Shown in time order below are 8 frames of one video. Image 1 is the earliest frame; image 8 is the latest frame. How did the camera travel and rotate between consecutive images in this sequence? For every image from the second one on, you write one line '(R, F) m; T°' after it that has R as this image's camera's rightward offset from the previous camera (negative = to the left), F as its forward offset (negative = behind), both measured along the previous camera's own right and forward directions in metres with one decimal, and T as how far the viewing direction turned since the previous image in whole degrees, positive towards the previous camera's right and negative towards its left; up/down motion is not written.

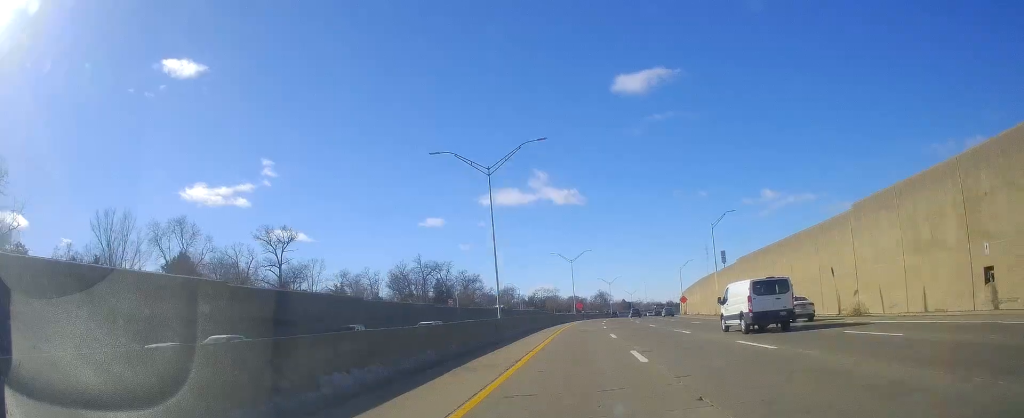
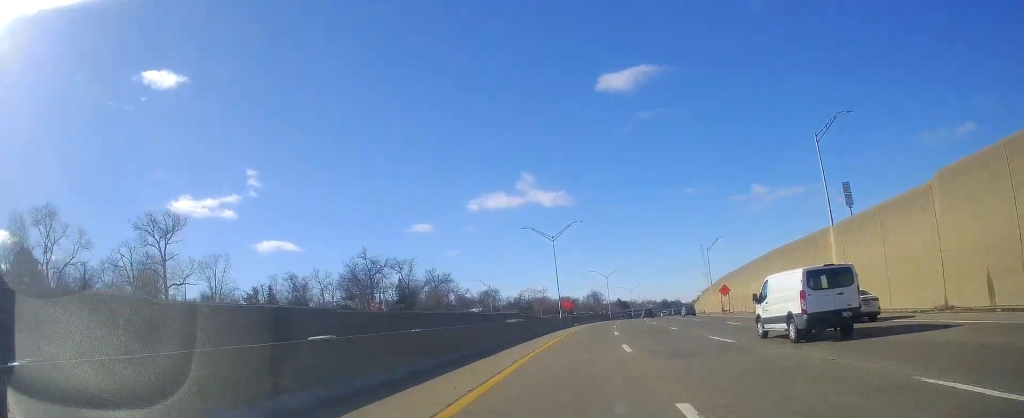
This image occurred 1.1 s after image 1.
(+0.2, +40.4) m; +2°
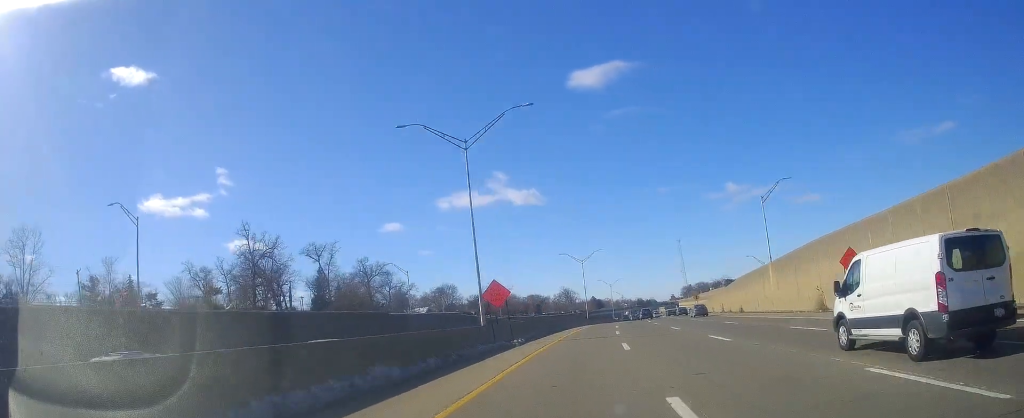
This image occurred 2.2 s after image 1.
(+1.2, +44.4) m; +3°
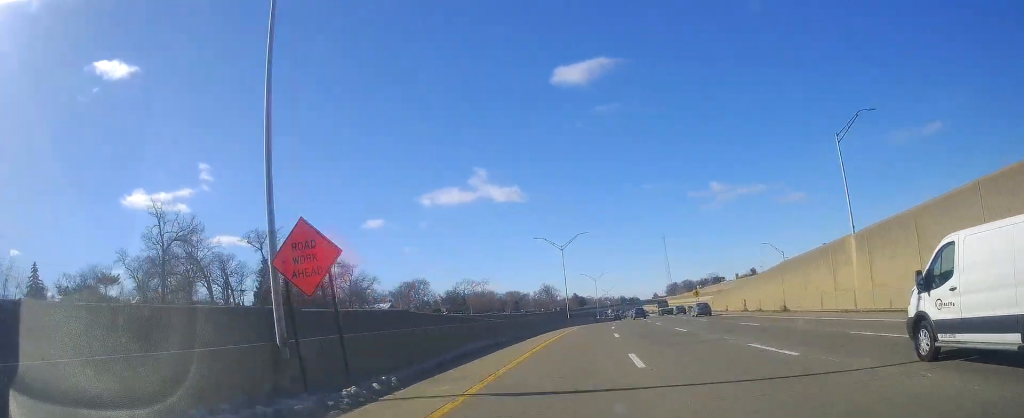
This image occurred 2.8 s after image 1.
(+0.2, +21.6) m; +1°
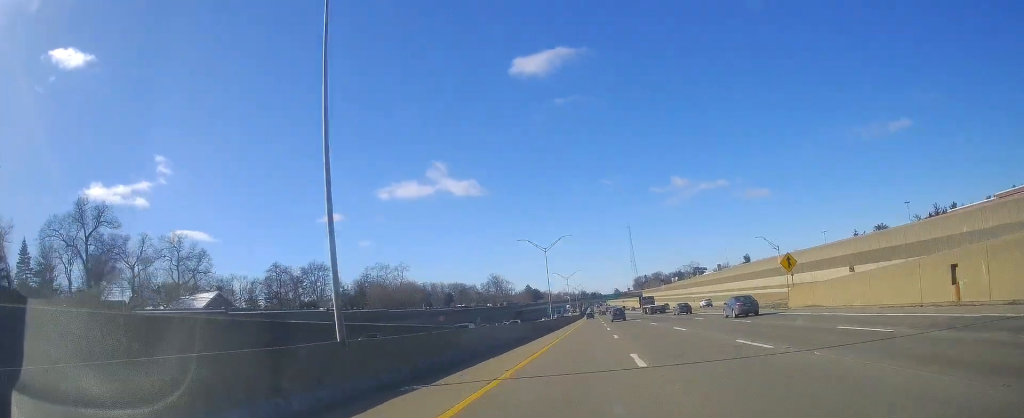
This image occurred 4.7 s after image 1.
(+2.1, +74.2) m; +3°
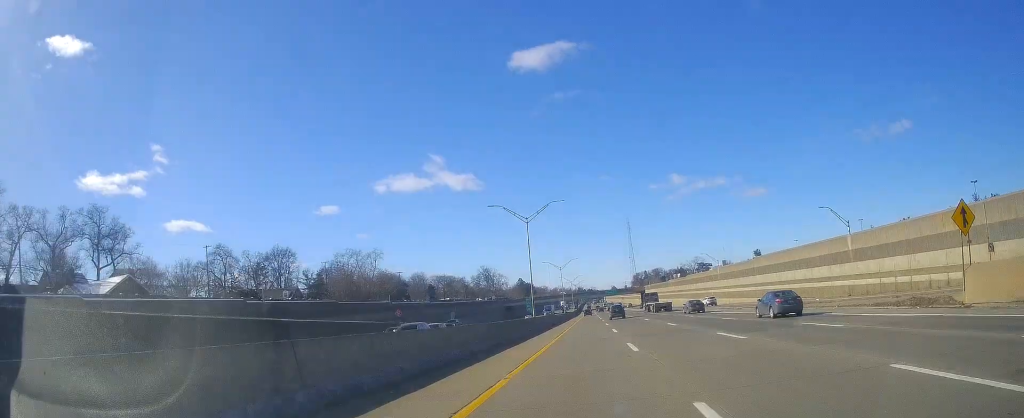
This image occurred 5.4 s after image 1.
(+0.4, +25.9) m; 0°
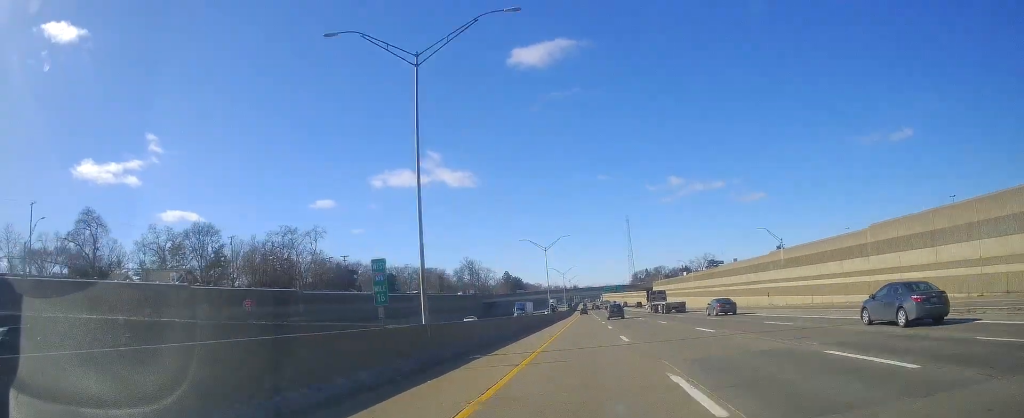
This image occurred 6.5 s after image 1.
(-0.3, +42.9) m; -1°
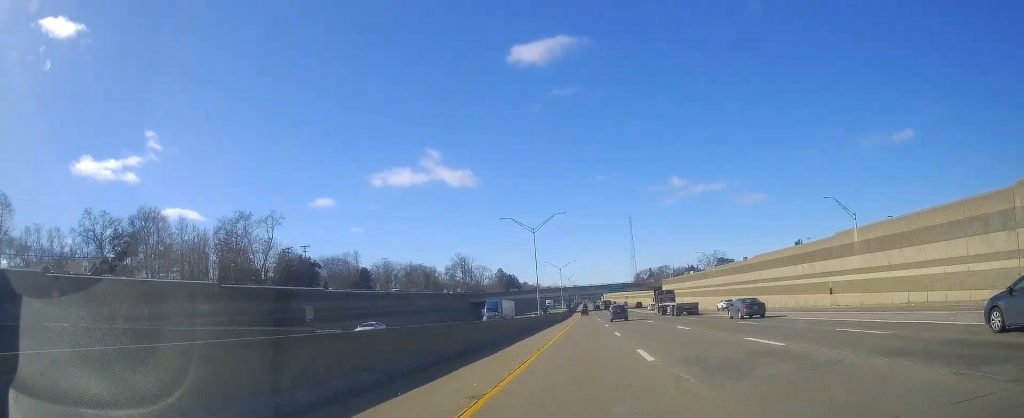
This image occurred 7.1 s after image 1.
(-0.1, +23.5) m; 0°
